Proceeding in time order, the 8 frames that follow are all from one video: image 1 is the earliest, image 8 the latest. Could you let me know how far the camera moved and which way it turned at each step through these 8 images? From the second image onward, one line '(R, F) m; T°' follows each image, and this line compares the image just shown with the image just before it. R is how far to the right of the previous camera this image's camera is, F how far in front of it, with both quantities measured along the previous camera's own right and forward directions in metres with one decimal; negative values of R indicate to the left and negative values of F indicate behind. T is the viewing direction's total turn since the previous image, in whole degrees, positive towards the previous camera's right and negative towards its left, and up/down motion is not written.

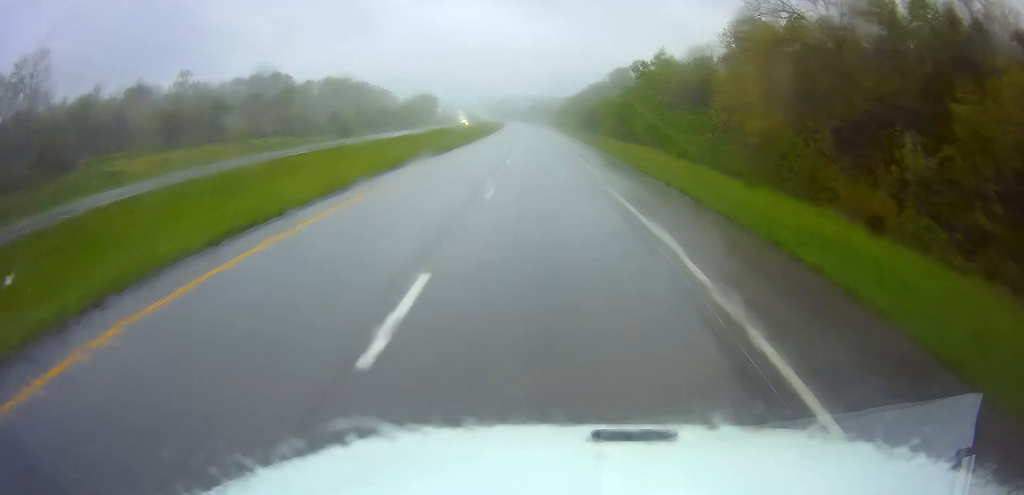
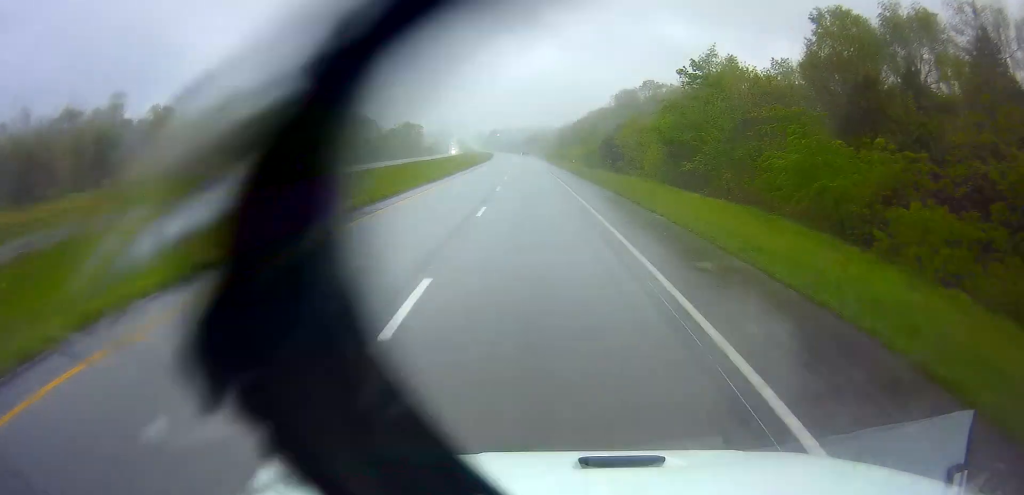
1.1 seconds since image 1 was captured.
(-0.2, +35.0) m; 0°
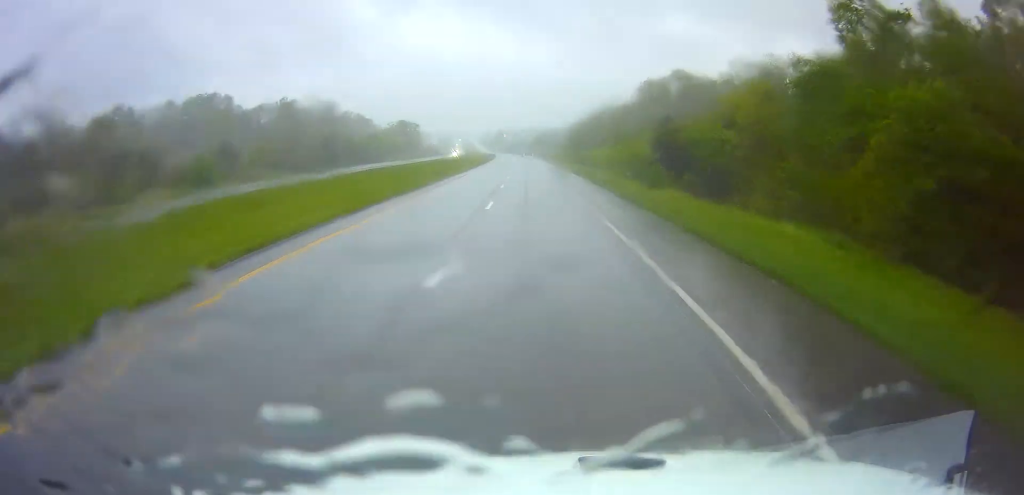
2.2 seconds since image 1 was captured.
(-0.1, +34.0) m; -1°
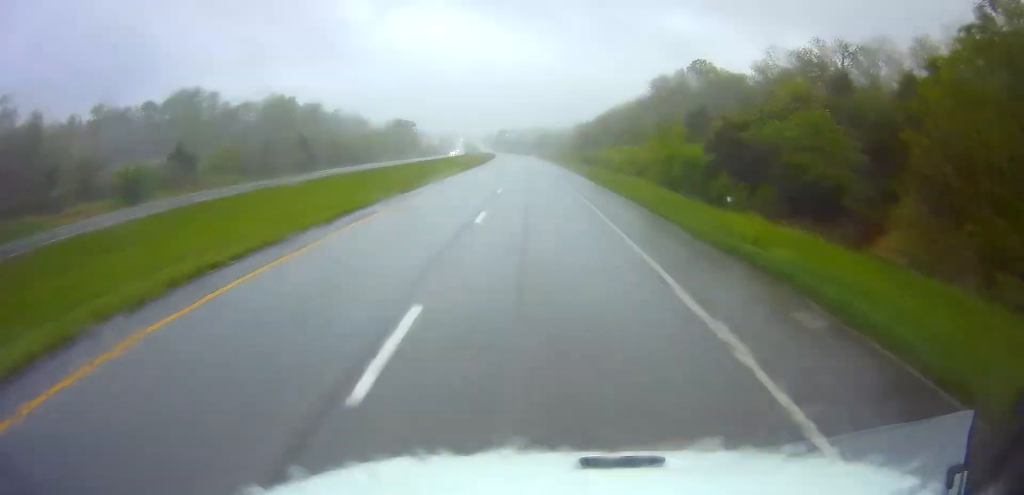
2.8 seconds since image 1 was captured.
(-0.1, +16.5) m; 0°
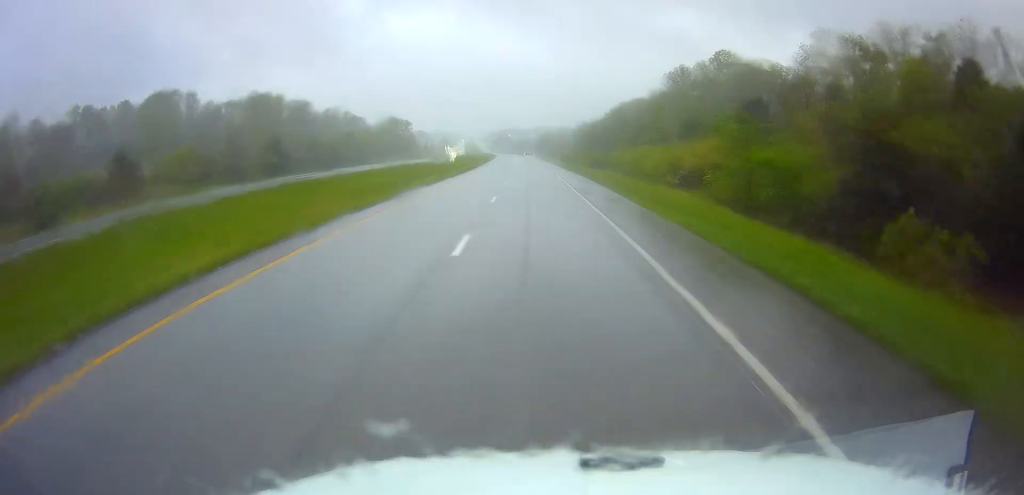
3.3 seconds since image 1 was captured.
(-0.2, +17.5) m; 0°
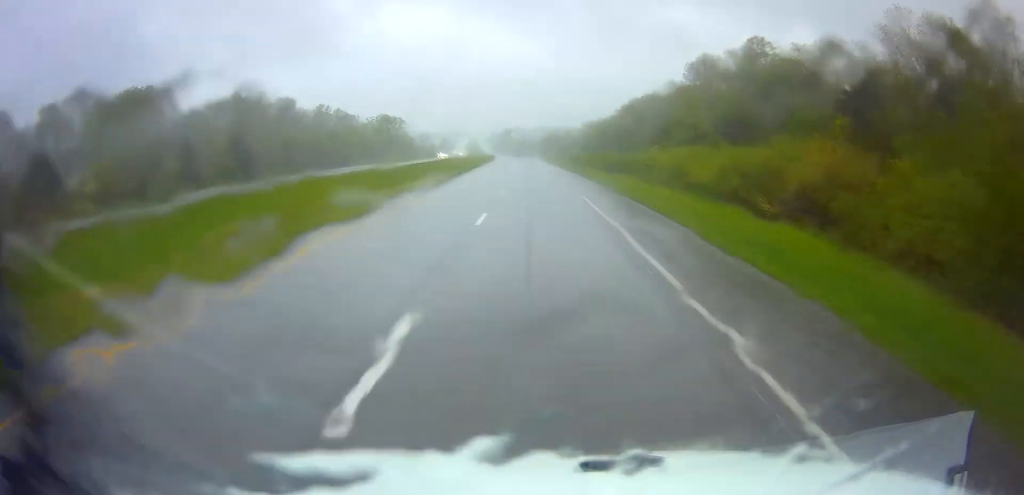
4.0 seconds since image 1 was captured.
(+0.1, +19.6) m; 0°
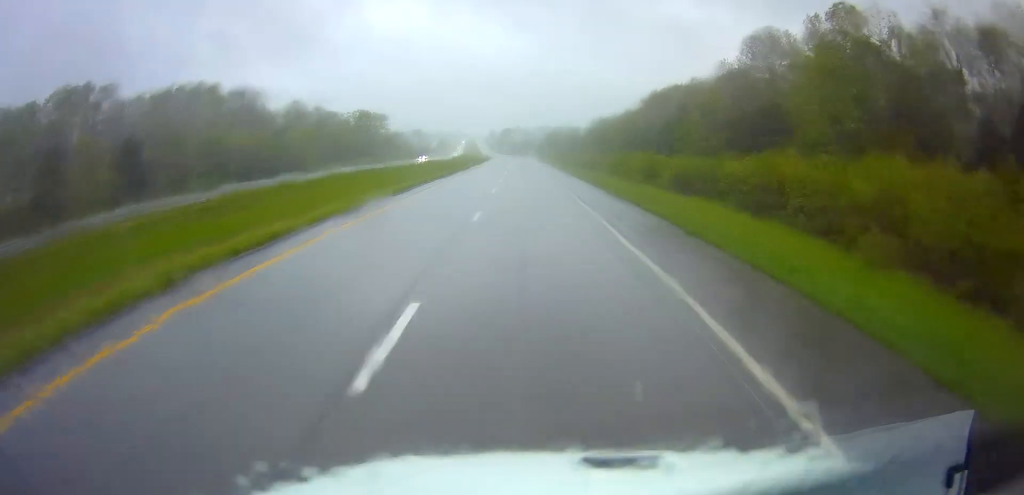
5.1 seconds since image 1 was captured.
(-0.2, +35.8) m; -1°
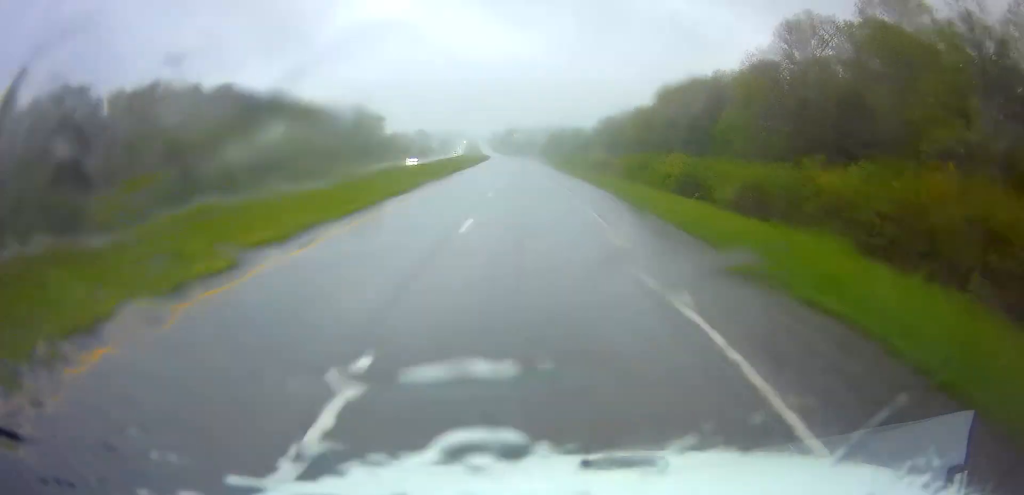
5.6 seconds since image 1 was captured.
(-0.1, +14.4) m; 0°
